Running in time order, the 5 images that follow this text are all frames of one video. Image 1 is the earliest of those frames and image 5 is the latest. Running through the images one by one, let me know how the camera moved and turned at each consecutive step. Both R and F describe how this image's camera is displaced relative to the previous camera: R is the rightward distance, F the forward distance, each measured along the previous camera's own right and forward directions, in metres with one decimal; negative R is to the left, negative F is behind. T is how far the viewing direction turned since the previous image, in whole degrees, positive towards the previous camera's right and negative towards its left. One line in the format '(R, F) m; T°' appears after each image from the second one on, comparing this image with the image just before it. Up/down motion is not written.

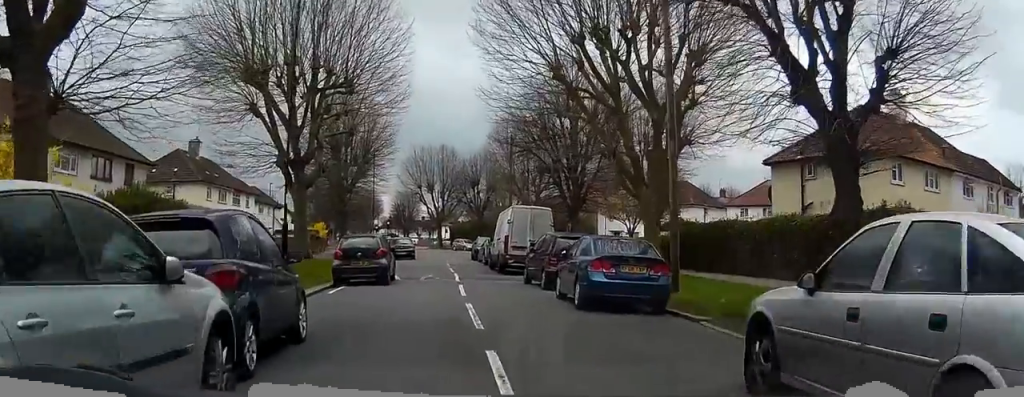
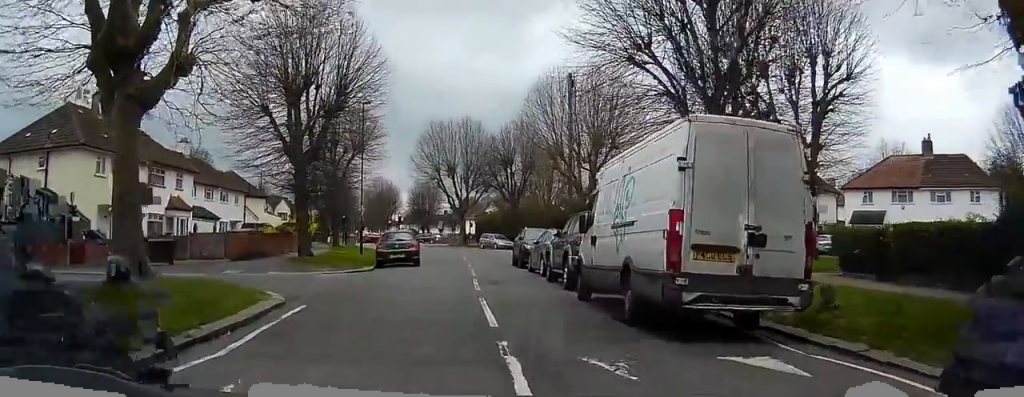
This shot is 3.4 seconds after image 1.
(-0.4, +21.1) m; -1°
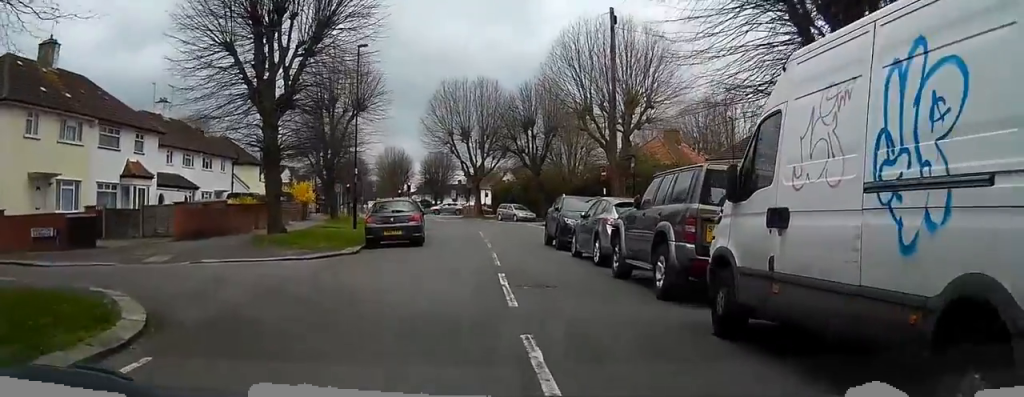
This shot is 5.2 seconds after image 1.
(-0.1, +7.6) m; -4°
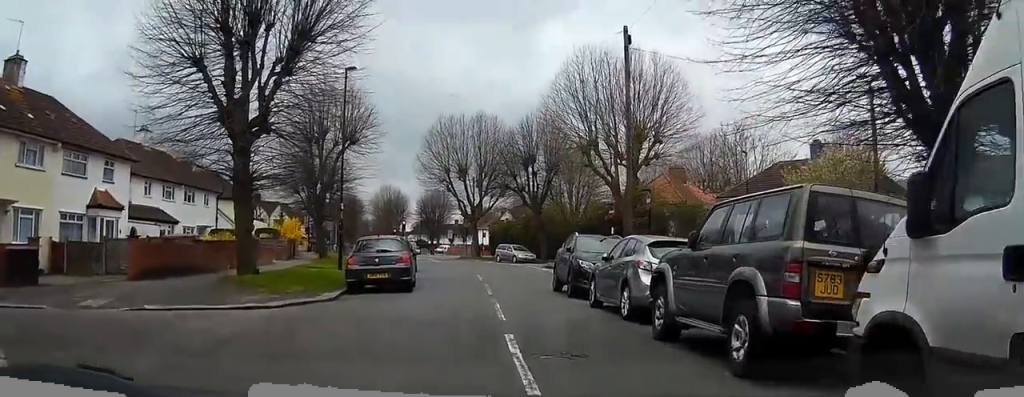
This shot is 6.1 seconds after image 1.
(-0.1, +2.9) m; -5°
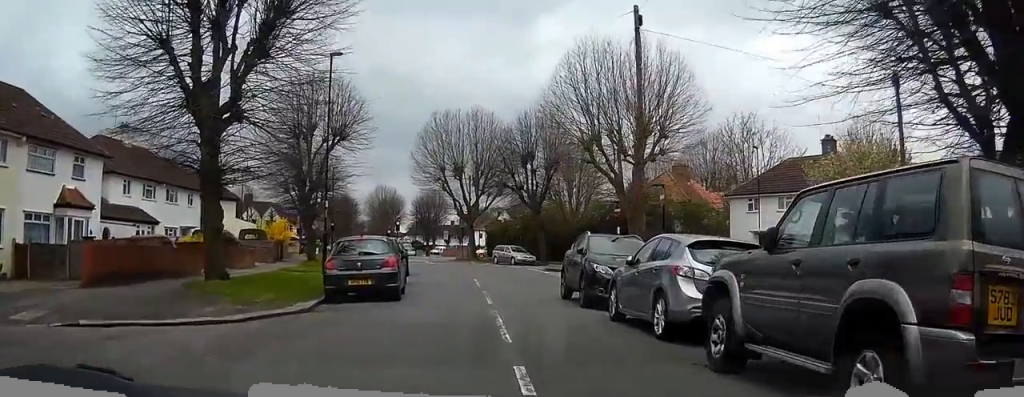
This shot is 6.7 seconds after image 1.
(-0.1, +2.3) m; -2°
